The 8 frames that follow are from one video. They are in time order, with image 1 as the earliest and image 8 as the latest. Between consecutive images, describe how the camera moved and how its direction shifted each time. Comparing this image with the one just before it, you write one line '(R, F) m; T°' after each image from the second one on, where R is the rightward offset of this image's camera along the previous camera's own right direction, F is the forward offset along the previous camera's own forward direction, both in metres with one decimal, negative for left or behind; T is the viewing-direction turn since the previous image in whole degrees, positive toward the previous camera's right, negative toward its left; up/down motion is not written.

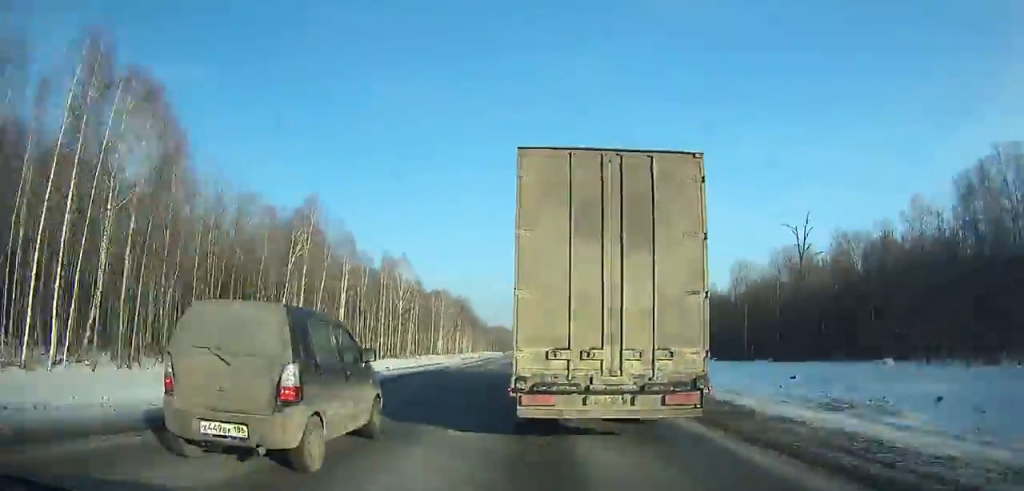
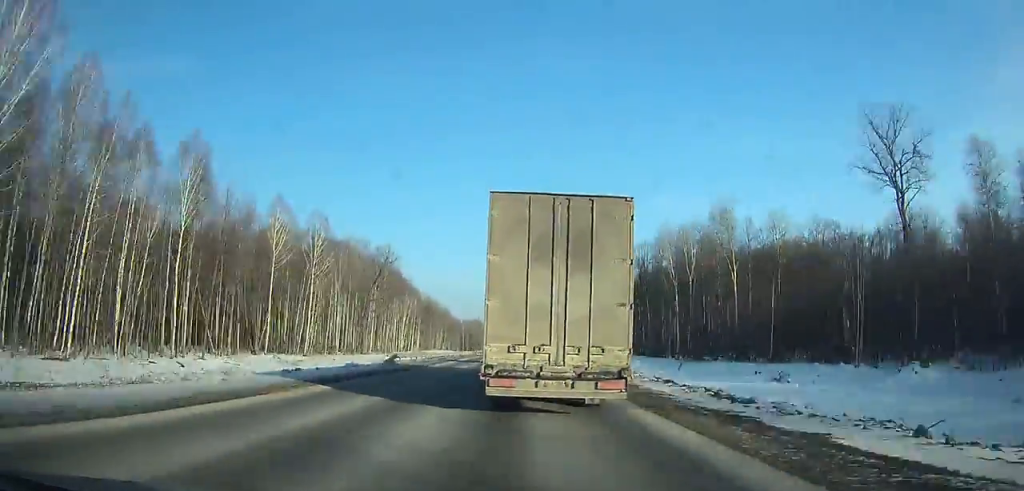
(+1.4, +100.7) m; +1°
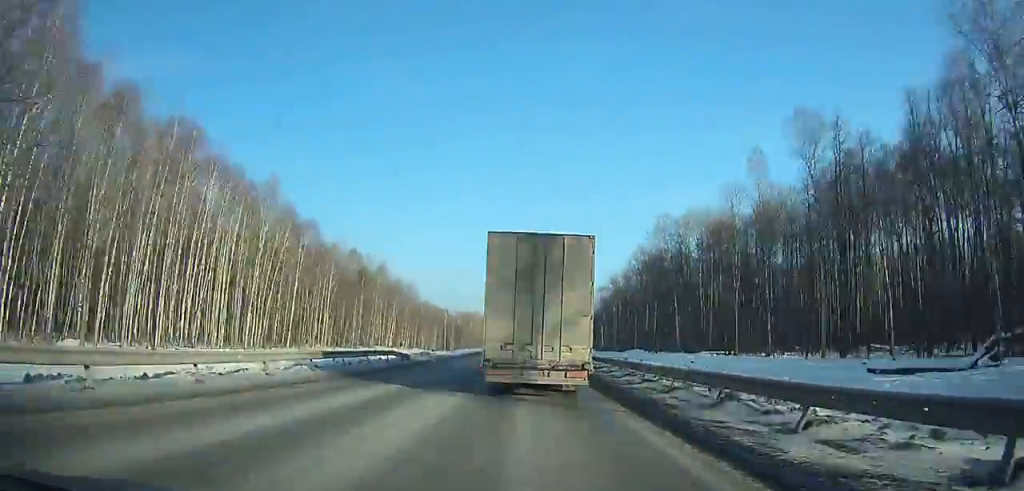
(-0.4, +93.8) m; 0°
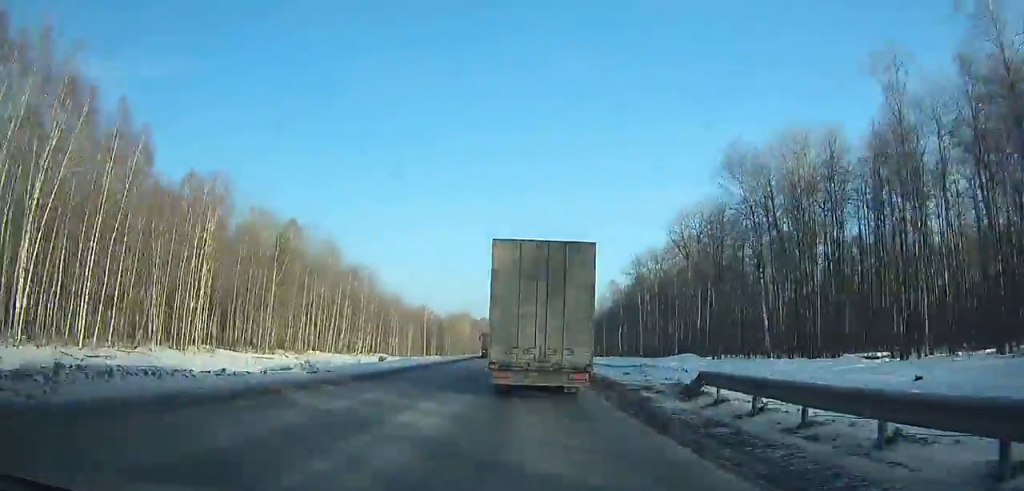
(0.0, +39.9) m; 0°
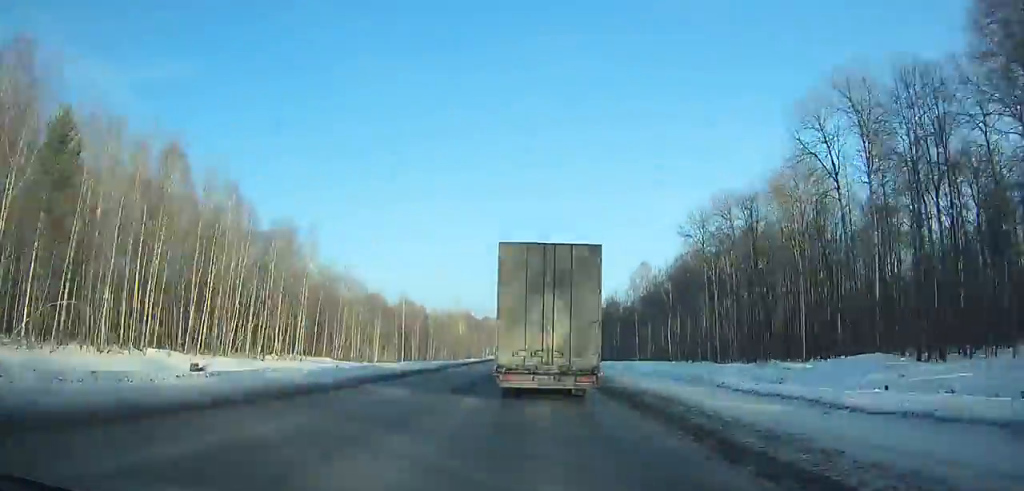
(+0.1, +44.9) m; 0°
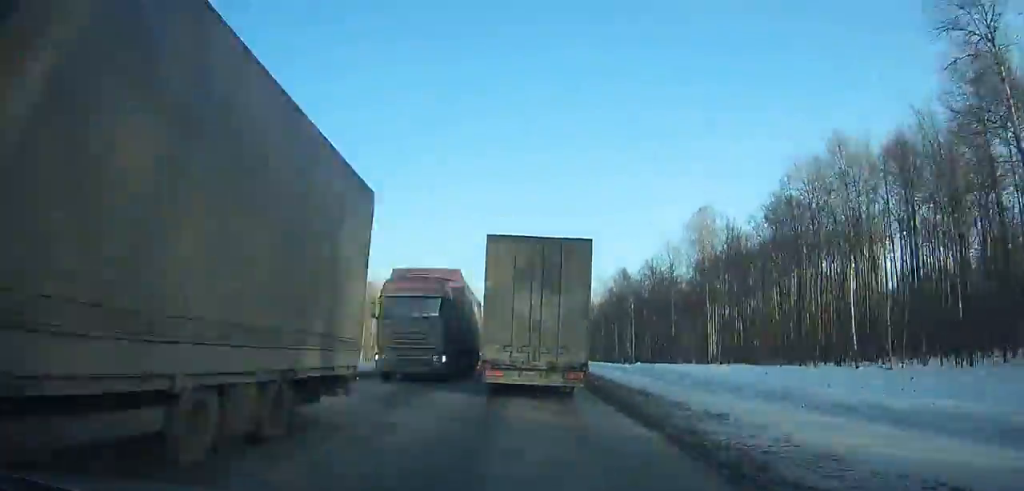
(+0.1, +62.3) m; 0°
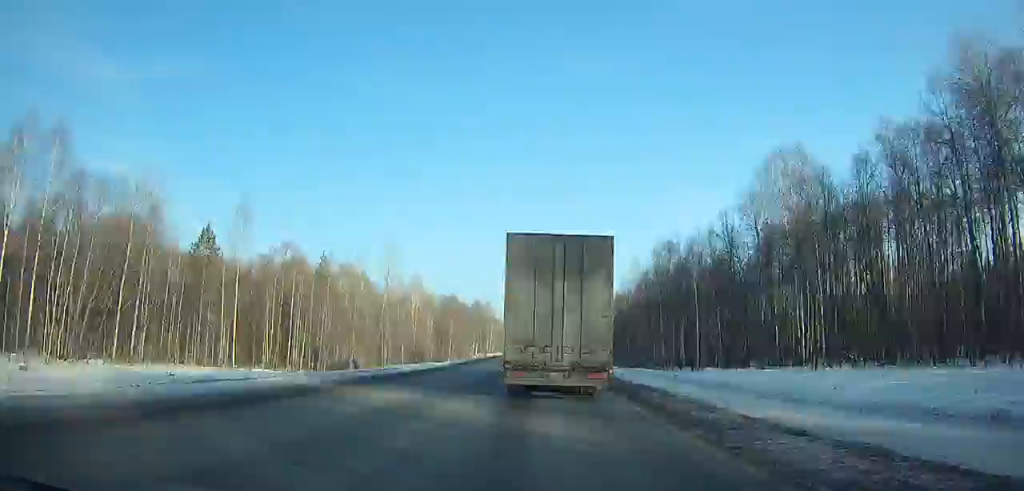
(-0.2, +31.0) m; 0°
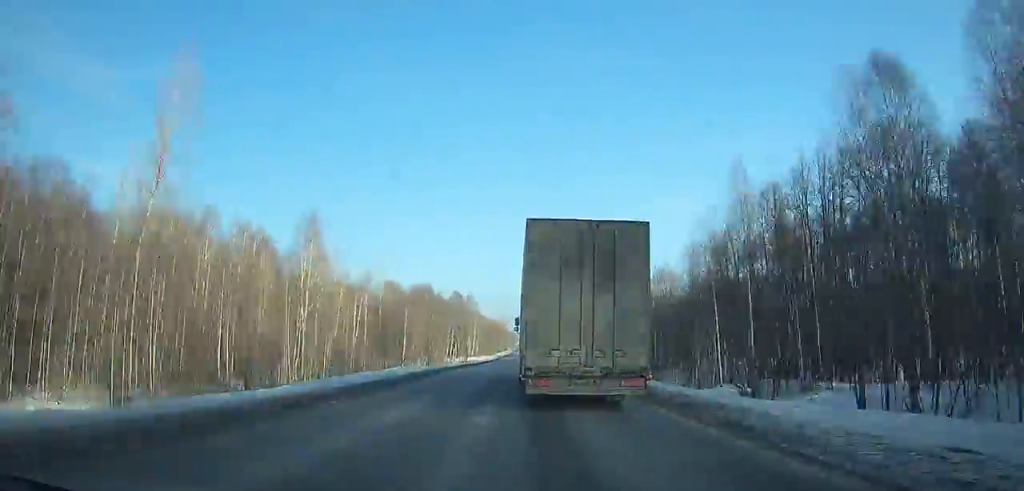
(-0.4, +61.9) m; 0°
